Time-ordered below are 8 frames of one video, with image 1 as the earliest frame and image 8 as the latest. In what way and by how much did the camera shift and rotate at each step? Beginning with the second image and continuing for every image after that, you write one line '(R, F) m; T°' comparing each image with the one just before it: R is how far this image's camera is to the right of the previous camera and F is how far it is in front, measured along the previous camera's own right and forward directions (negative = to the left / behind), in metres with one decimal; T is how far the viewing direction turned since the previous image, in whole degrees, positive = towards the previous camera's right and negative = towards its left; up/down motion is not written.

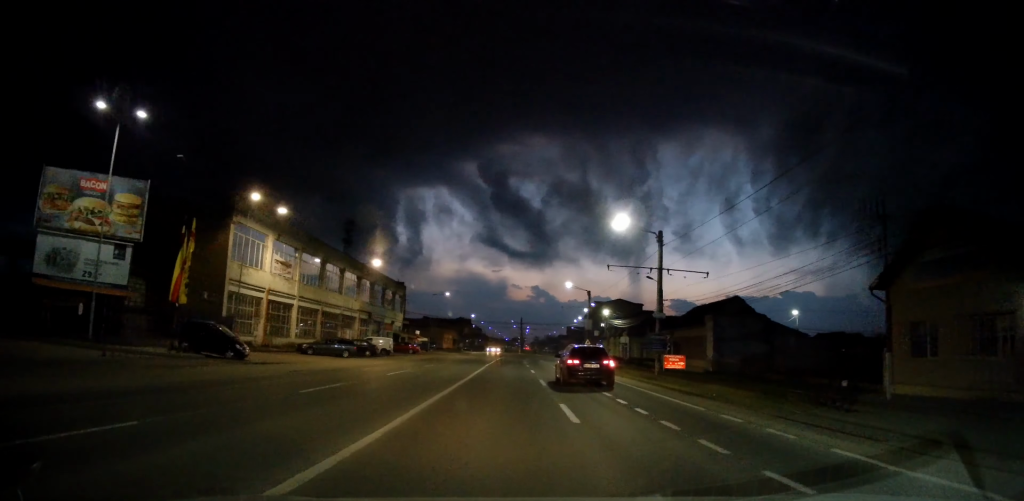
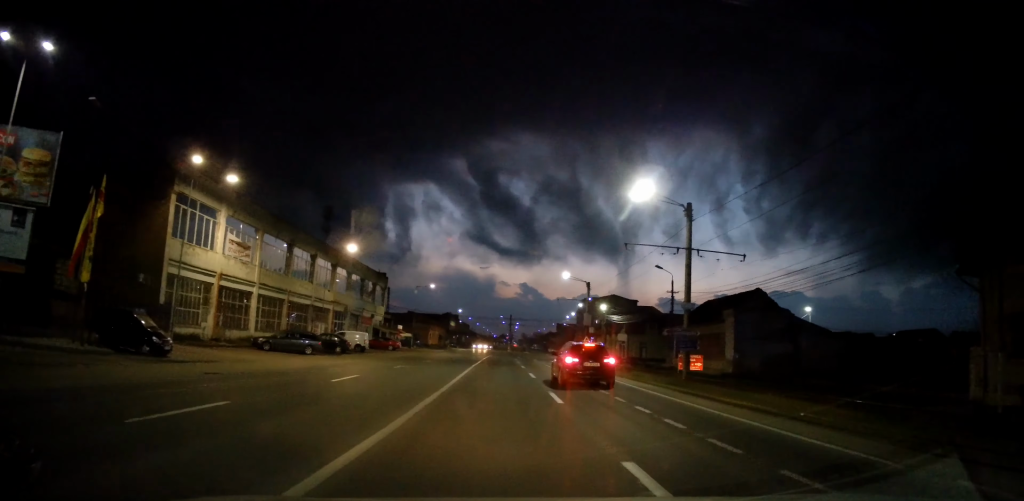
(+0.2, +6.2) m; +1°
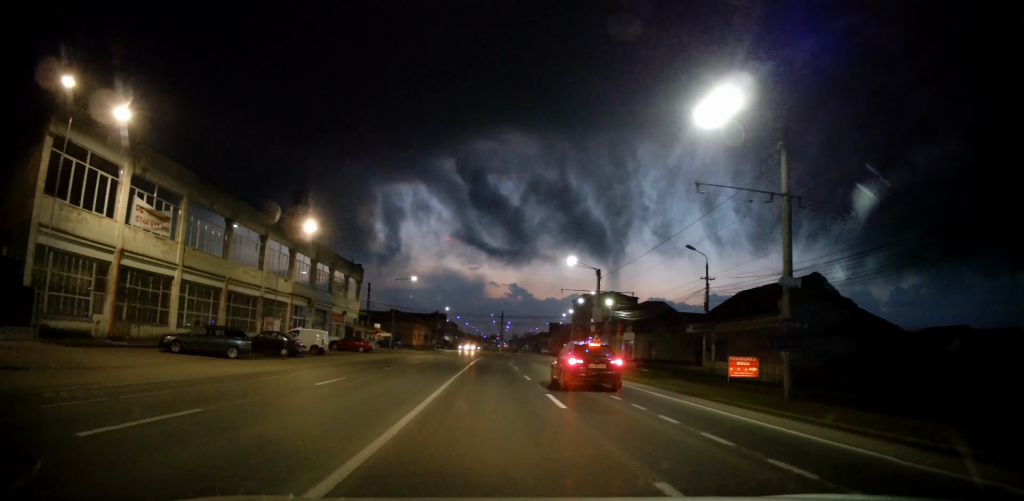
(+0.2, +9.7) m; +1°
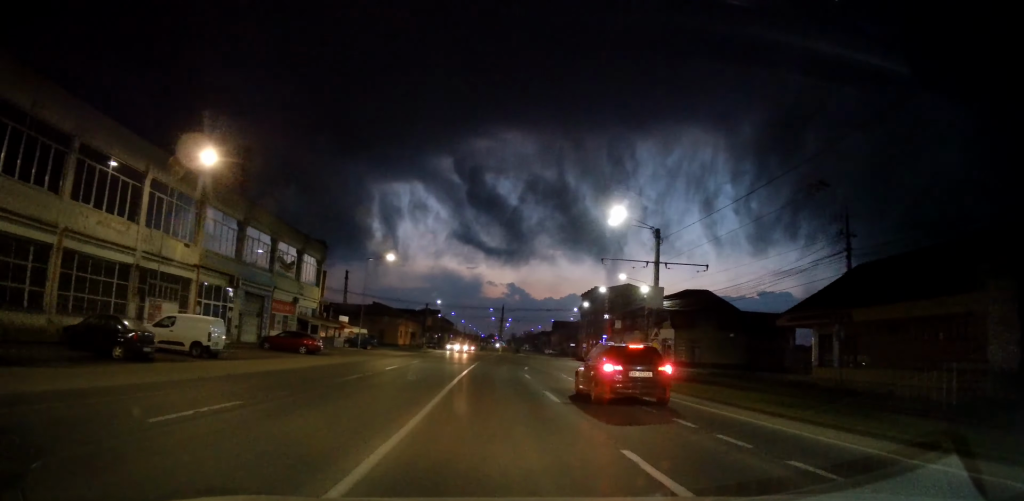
(+0.1, +16.2) m; 0°
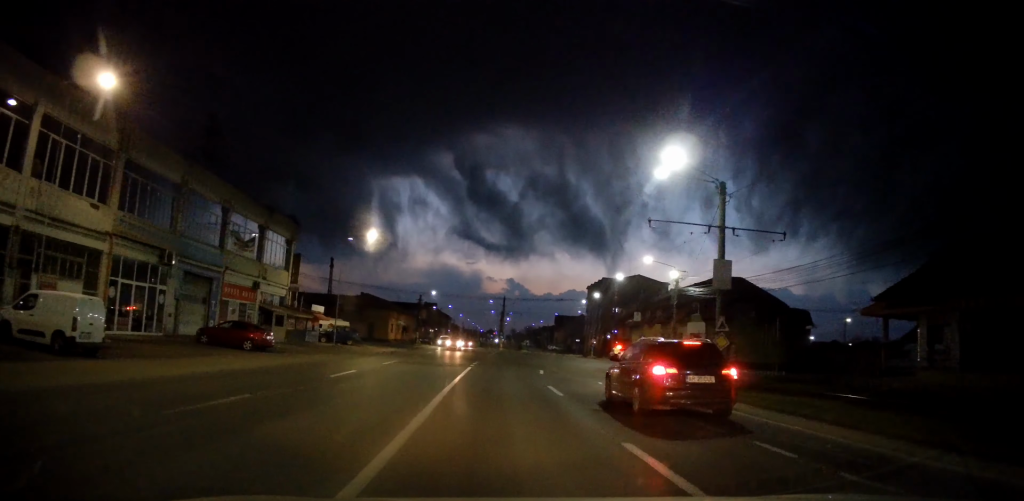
(0.0, +8.5) m; +1°
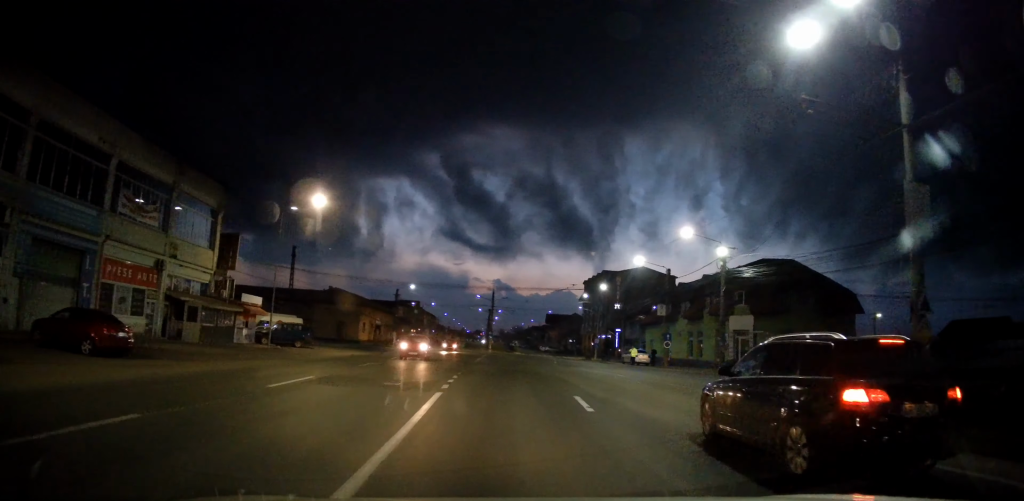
(+0.1, +11.8) m; +3°
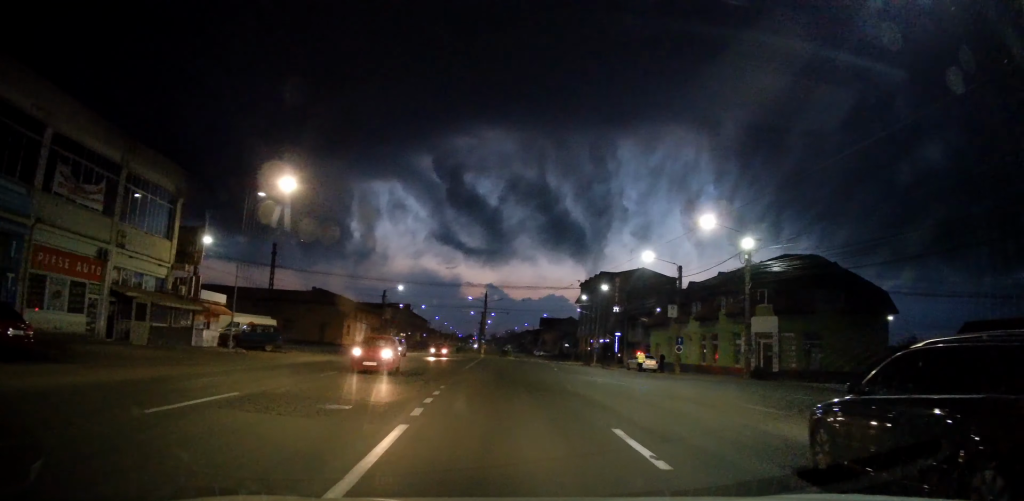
(+0.3, +4.6) m; +1°
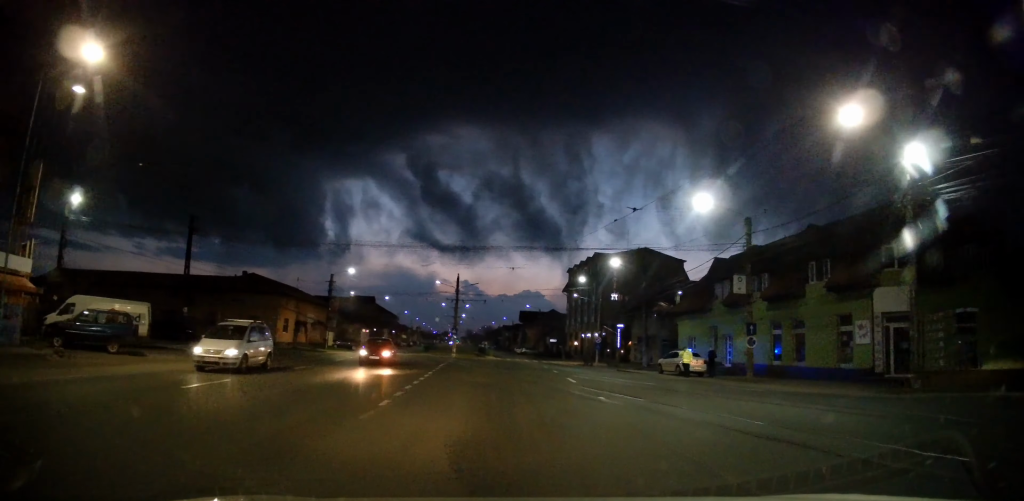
(+0.1, +15.7) m; -1°
